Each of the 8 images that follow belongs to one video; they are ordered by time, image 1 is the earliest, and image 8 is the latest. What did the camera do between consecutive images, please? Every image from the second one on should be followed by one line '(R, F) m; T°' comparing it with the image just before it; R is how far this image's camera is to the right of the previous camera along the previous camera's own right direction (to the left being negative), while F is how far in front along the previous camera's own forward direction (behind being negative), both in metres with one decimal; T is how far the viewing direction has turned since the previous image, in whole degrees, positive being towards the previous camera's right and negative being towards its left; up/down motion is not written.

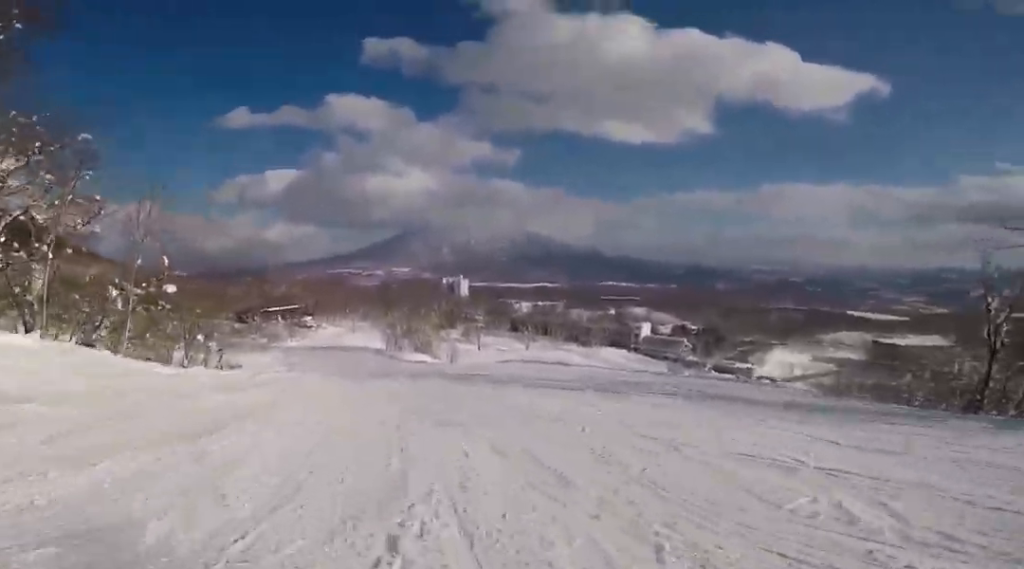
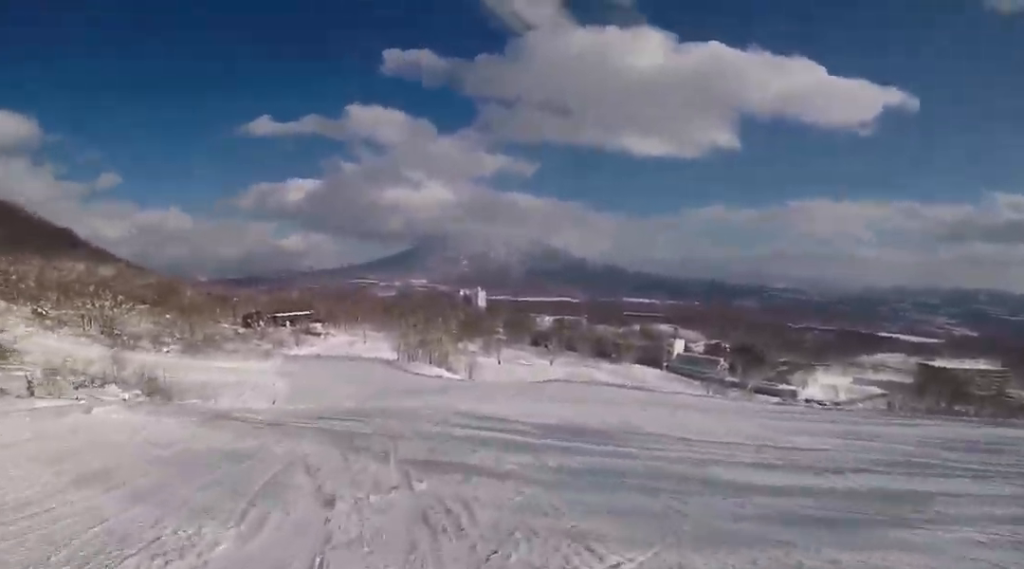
(-1.7, +17.0) m; -6°
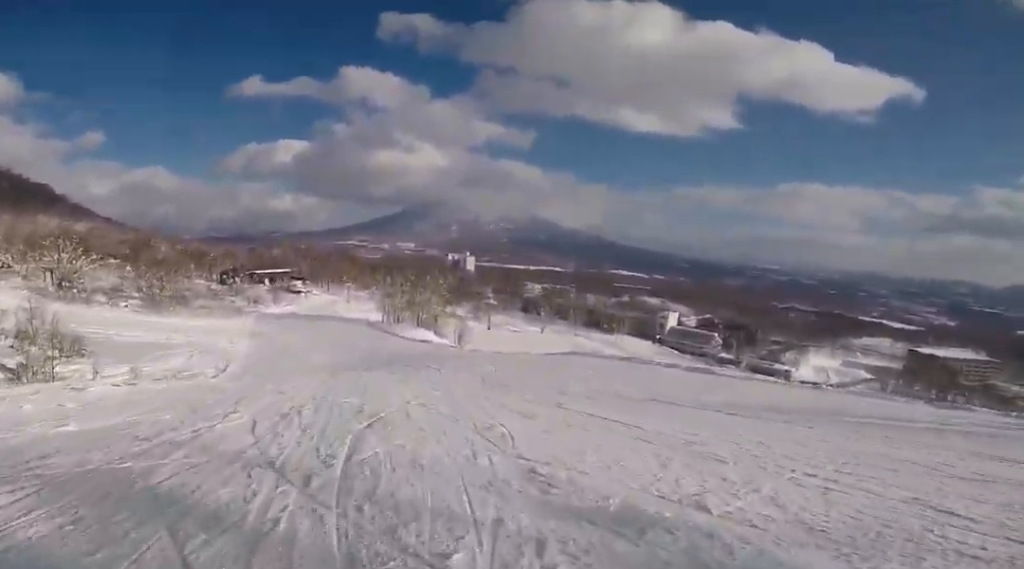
(0.0, +11.7) m; 0°
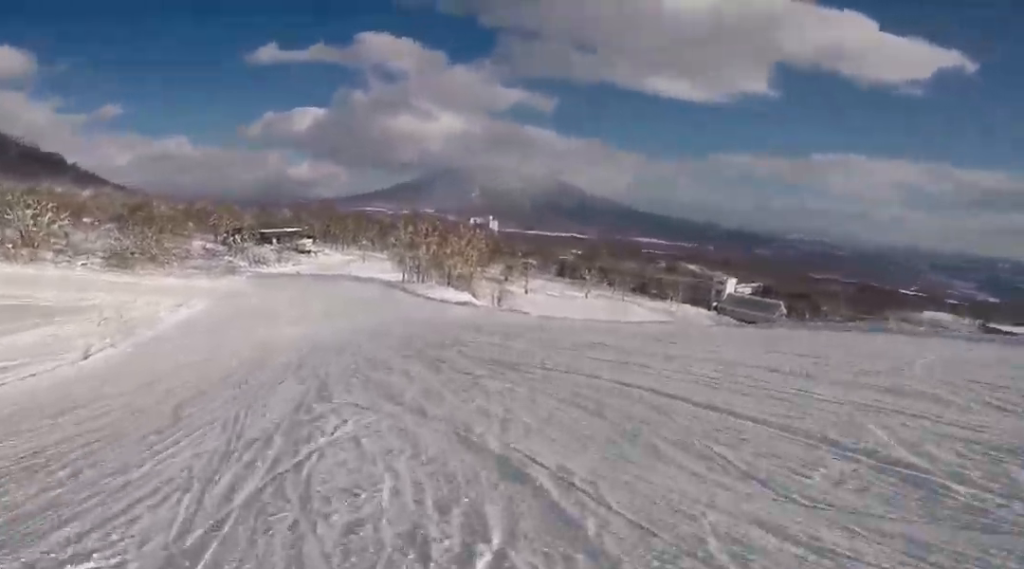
(-0.7, +26.4) m; -6°
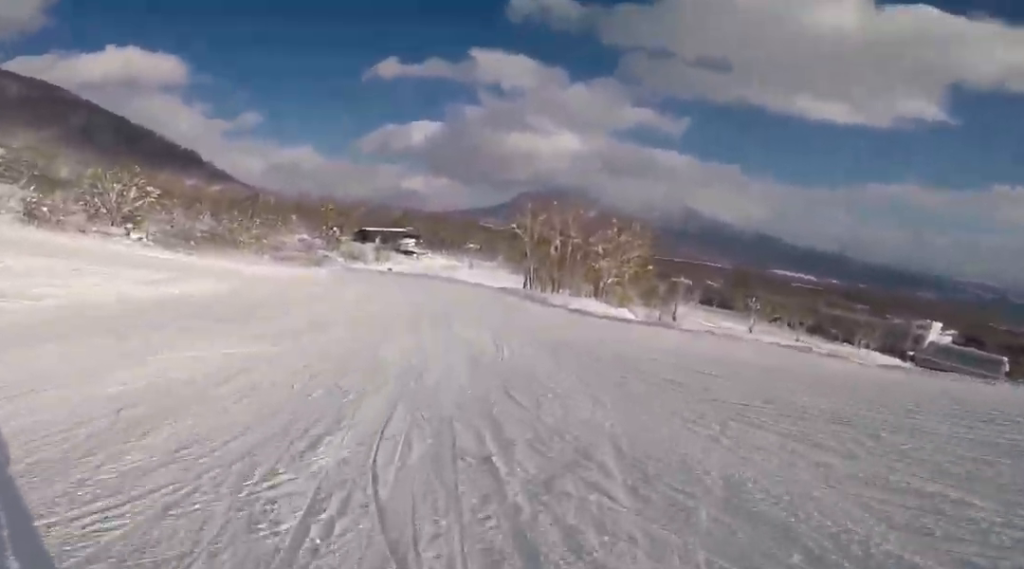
(+0.3, +24.6) m; -6°
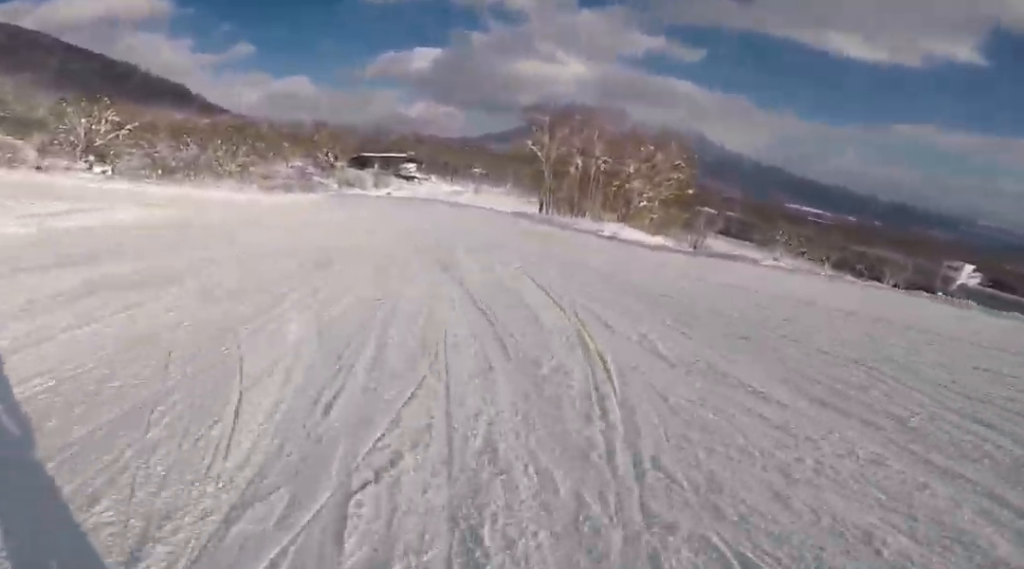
(-1.3, +6.9) m; -2°
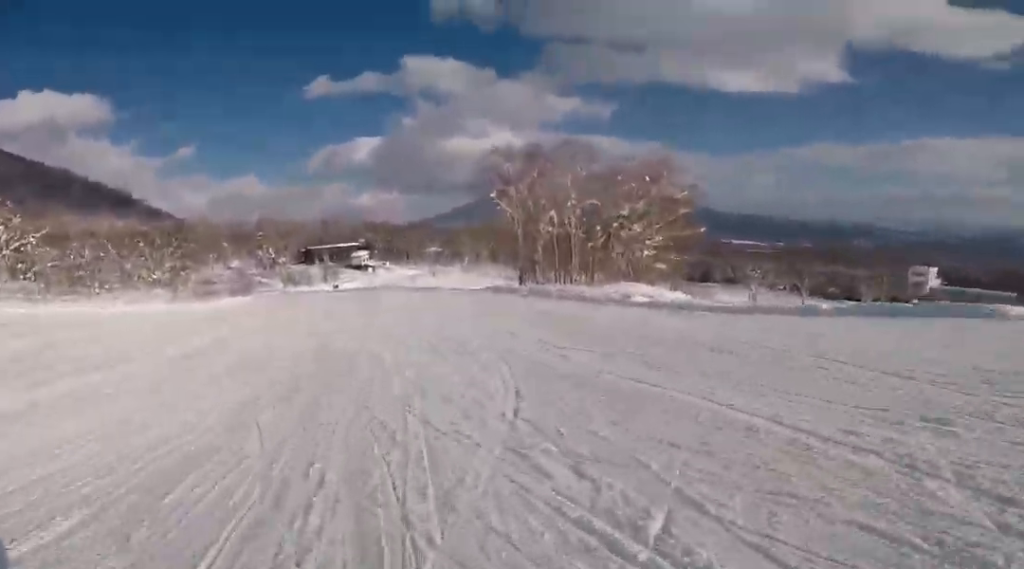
(-0.9, +12.4) m; +2°
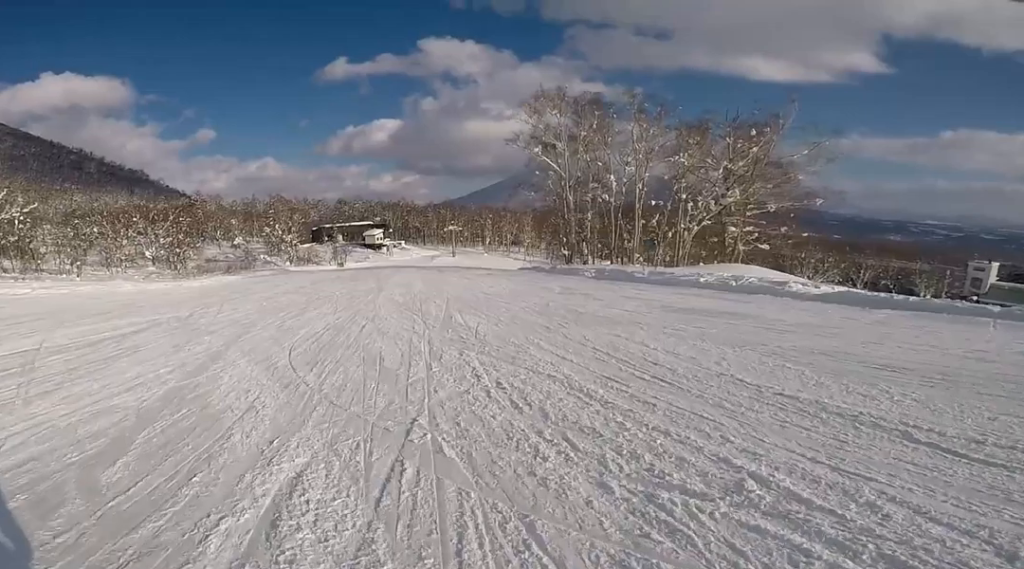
(+1.2, +9.4) m; +7°
